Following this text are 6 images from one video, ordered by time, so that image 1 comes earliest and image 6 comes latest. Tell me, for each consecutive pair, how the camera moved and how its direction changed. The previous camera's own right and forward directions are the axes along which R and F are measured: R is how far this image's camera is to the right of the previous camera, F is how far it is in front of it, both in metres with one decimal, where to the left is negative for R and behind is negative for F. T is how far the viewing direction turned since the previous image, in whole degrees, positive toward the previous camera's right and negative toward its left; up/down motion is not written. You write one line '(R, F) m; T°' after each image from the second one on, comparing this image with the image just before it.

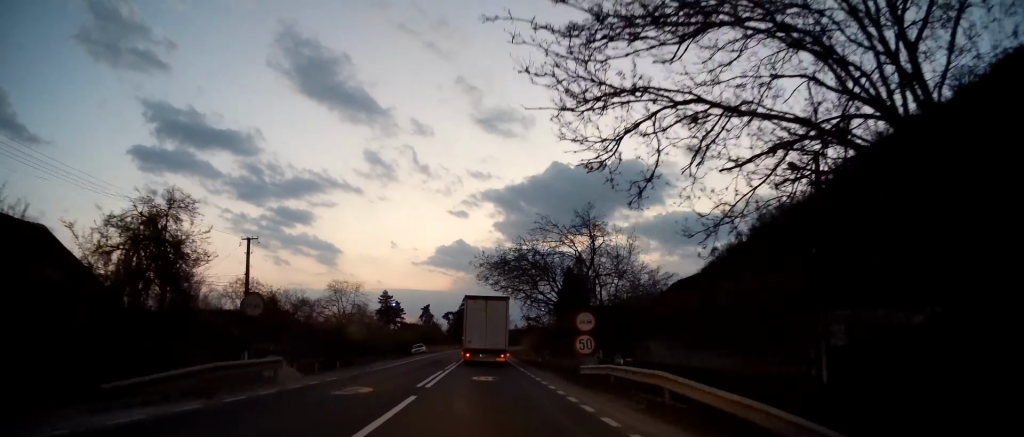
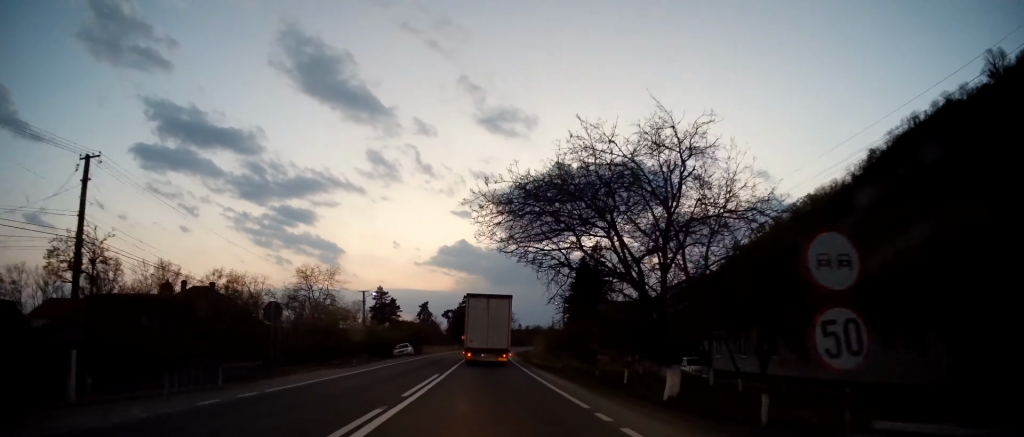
(-0.1, +15.0) m; 0°
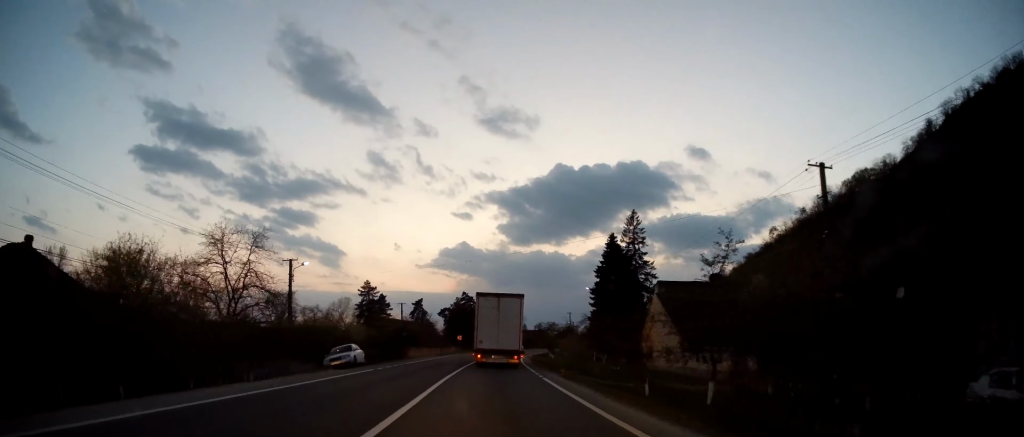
(0.0, +23.0) m; 0°
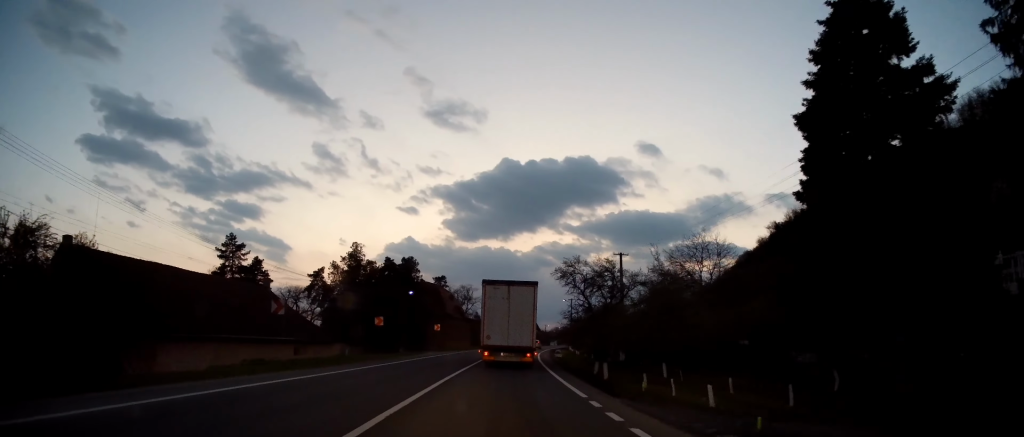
(+2.2, +64.2) m; +5°
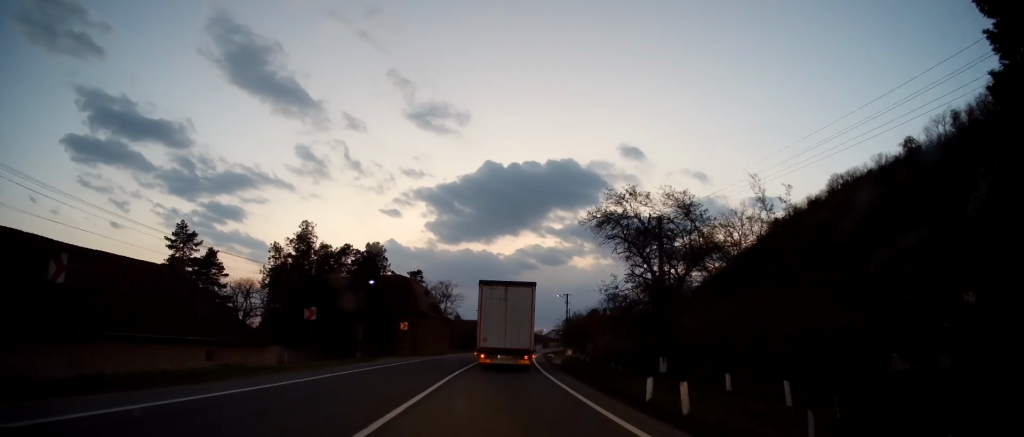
(+0.3, +12.3) m; +1°
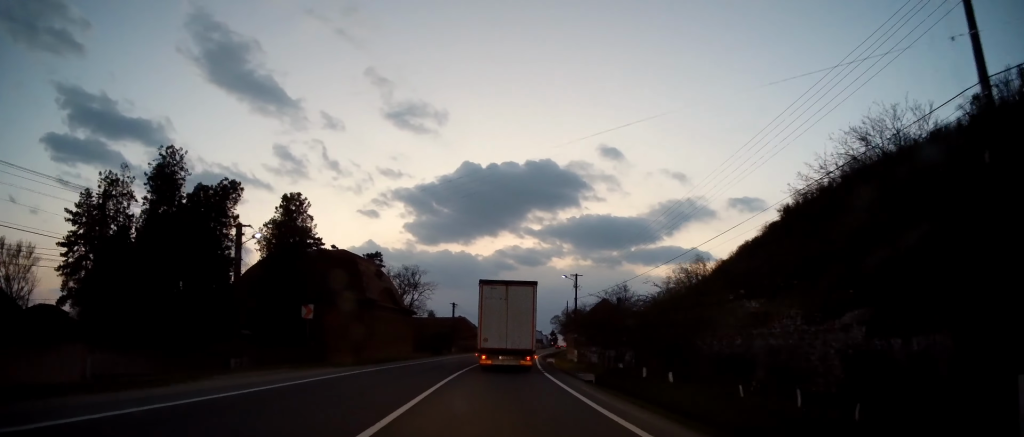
(+0.4, +21.1) m; +3°
